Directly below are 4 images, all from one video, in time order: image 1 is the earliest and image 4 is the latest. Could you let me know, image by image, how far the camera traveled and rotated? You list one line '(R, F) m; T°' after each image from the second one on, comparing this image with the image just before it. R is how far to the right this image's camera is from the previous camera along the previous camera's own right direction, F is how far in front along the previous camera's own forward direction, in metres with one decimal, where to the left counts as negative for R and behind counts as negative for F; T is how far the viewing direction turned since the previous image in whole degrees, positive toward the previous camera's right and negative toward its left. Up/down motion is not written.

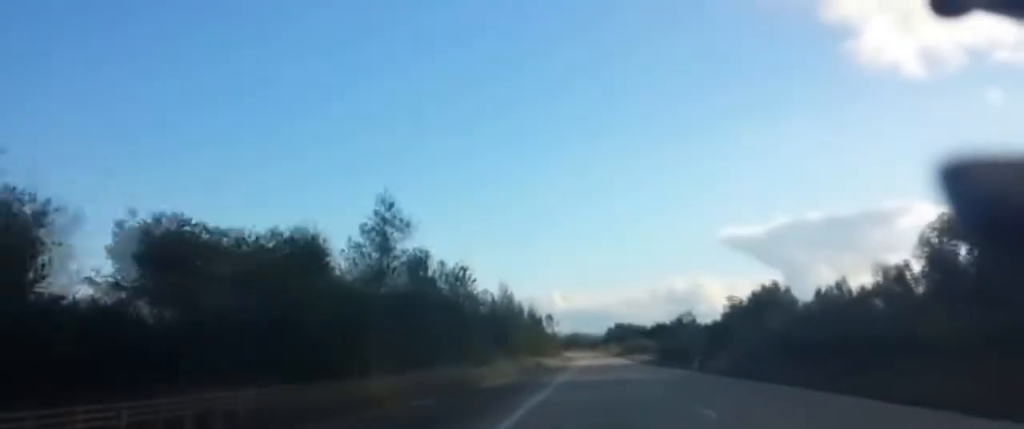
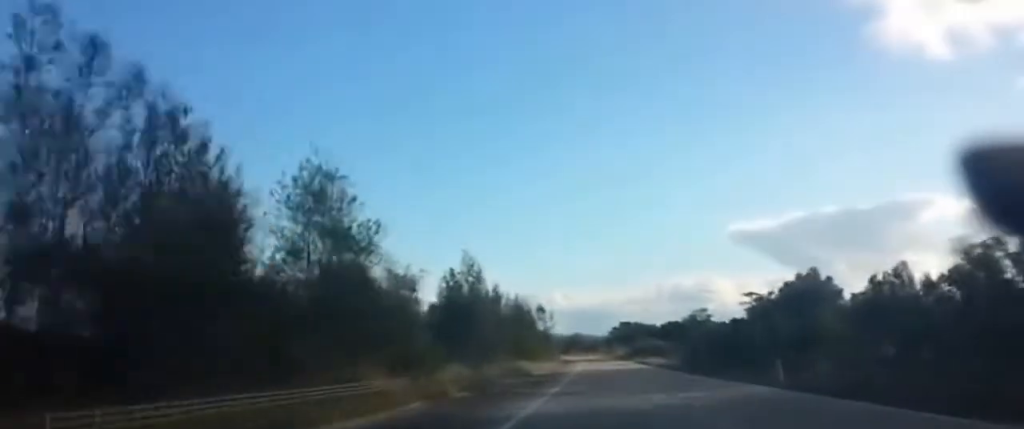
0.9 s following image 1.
(-0.1, +26.8) m; 0°
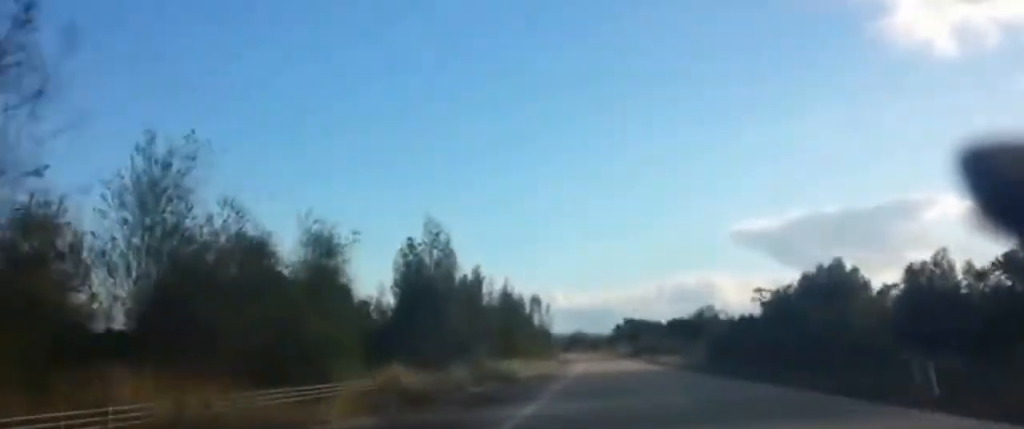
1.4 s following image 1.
(-0.1, +17.6) m; 0°
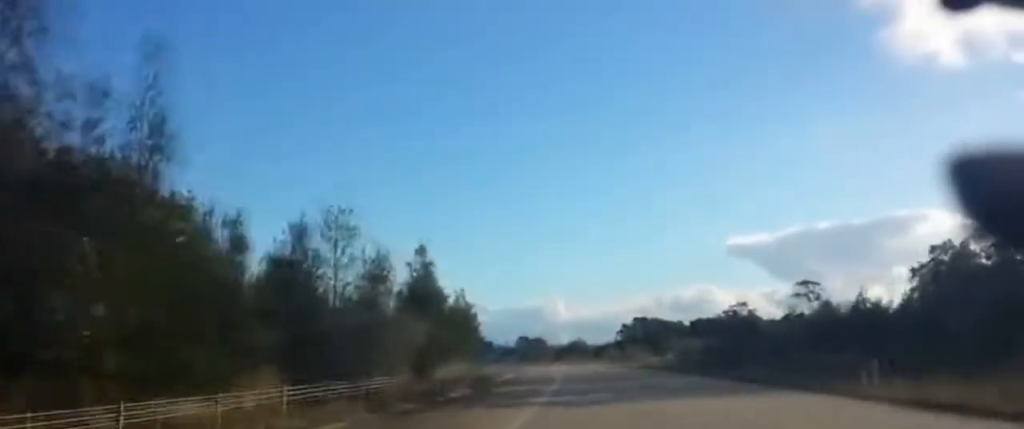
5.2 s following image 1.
(+0.1, +115.8) m; -1°
